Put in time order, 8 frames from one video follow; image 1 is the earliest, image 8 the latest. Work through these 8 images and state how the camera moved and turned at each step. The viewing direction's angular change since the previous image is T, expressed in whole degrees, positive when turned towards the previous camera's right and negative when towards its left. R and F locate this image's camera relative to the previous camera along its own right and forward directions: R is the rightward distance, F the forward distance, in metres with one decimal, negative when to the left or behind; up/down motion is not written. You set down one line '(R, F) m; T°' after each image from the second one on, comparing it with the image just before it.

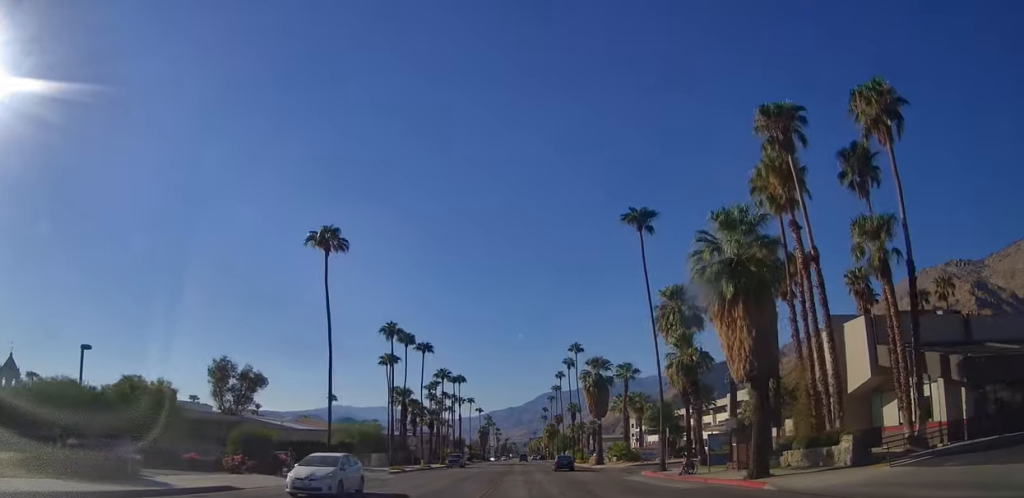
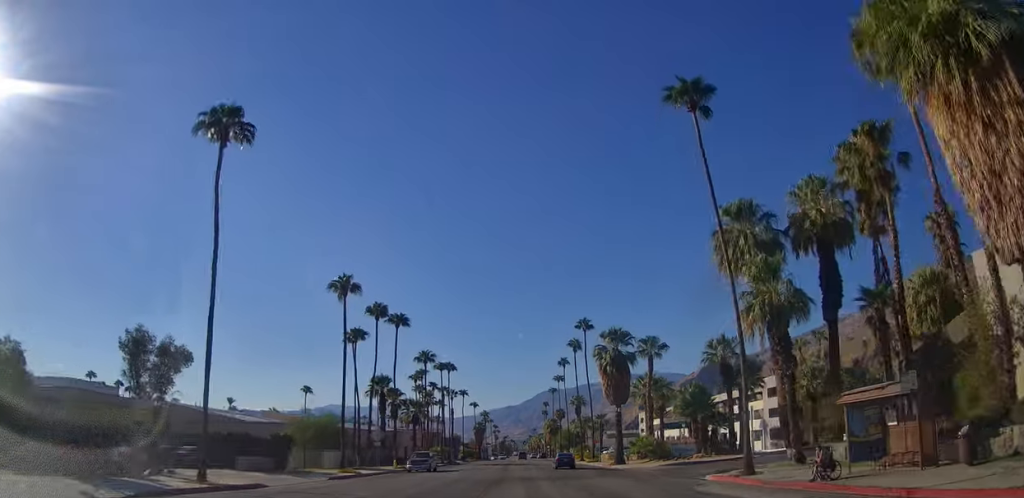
(+0.4, +15.4) m; +1°
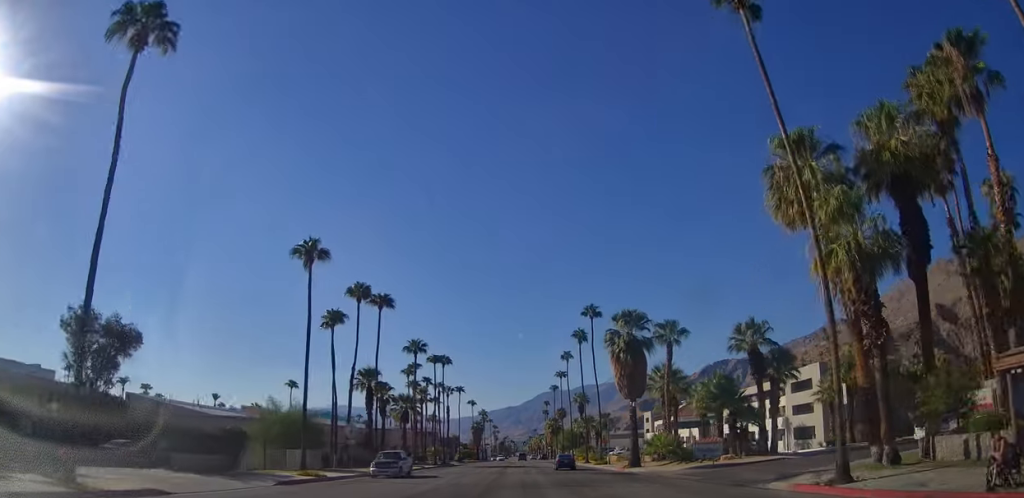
(0.0, +7.4) m; 0°
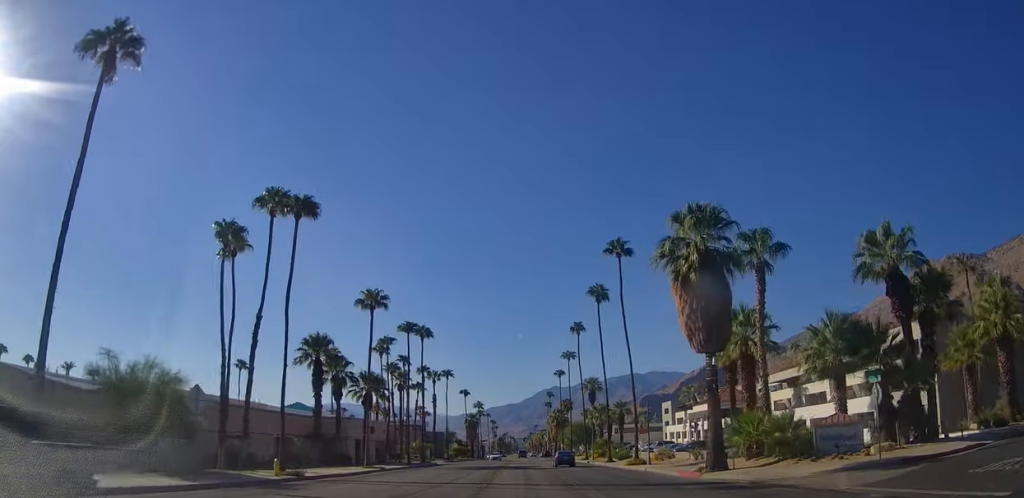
(+0.5, +20.8) m; +2°
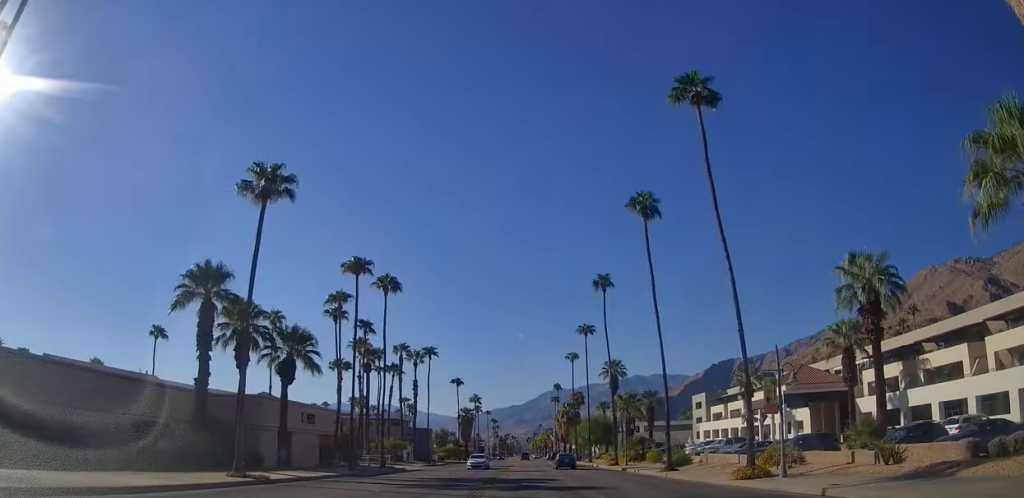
(-0.8, +23.5) m; -2°
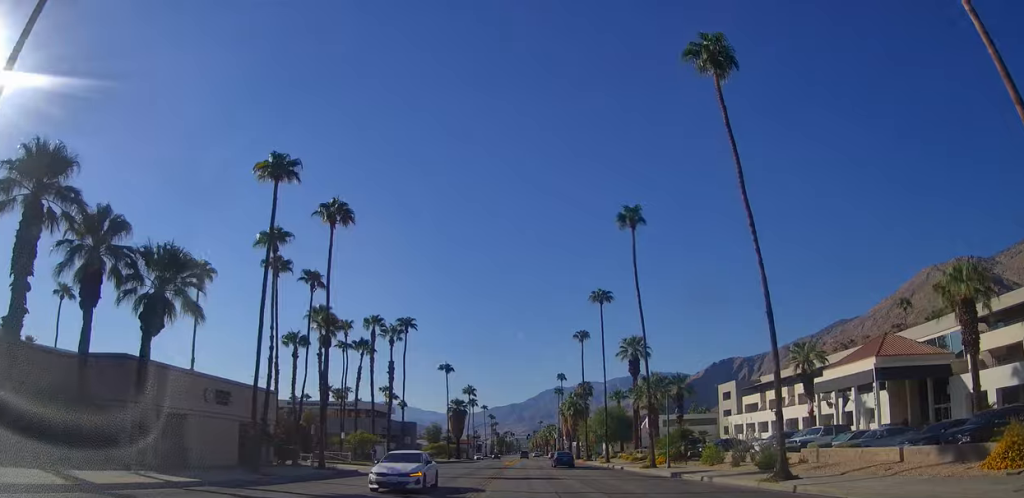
(+0.6, +16.8) m; +2°
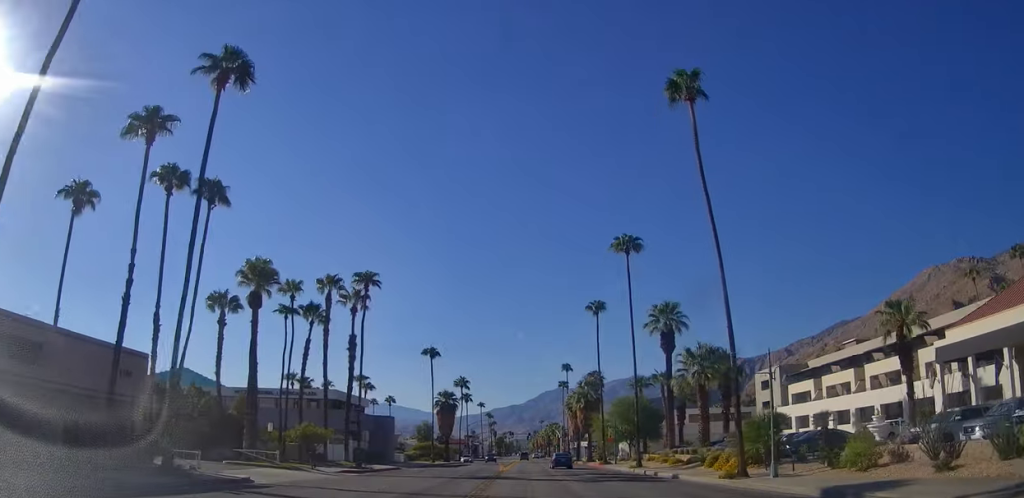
(0.0, +17.5) m; -1°
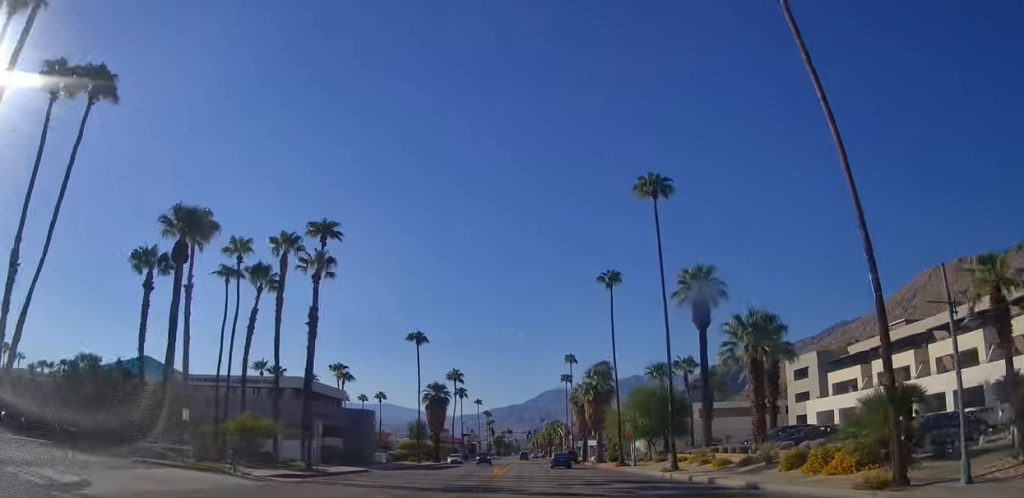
(-0.2, +11.3) m; -1°
